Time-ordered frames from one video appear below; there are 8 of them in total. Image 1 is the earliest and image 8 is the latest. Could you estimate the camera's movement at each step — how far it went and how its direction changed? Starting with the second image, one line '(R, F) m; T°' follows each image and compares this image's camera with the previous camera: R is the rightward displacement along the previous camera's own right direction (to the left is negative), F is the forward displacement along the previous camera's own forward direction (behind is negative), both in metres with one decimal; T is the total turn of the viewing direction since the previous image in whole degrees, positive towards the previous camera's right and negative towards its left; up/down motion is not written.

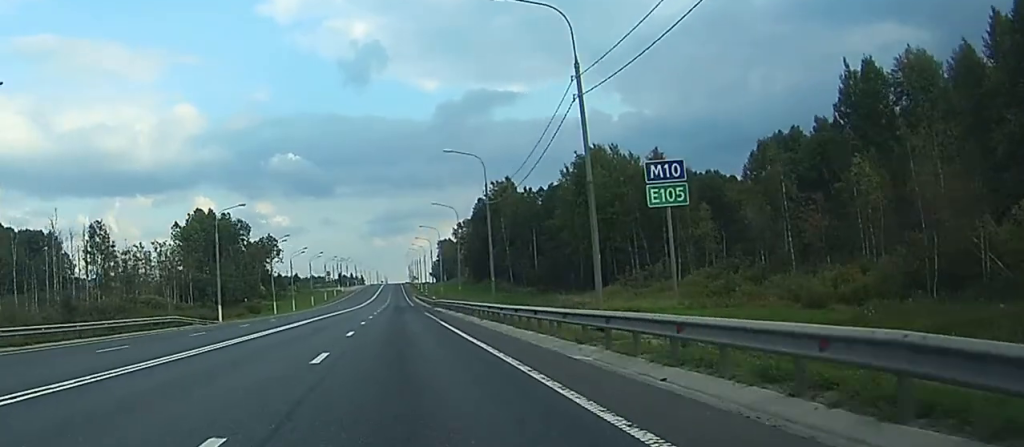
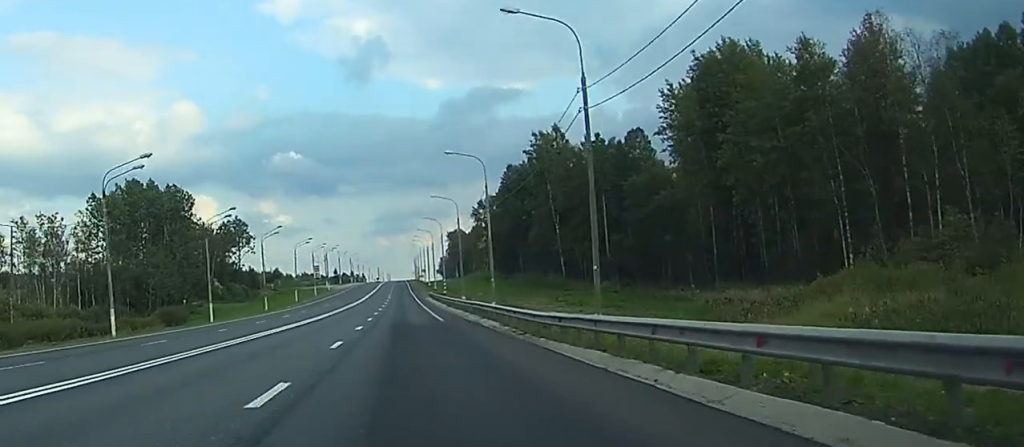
(+0.4, +66.3) m; +1°
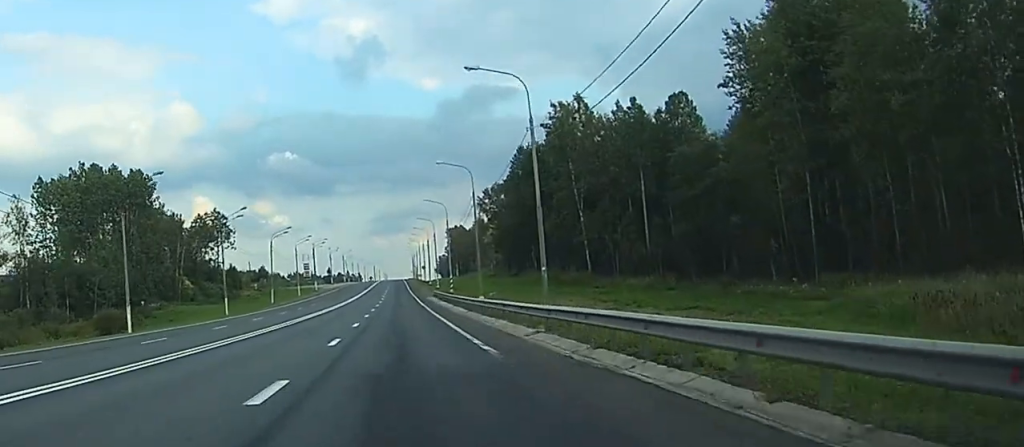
(-0.1, +23.8) m; 0°
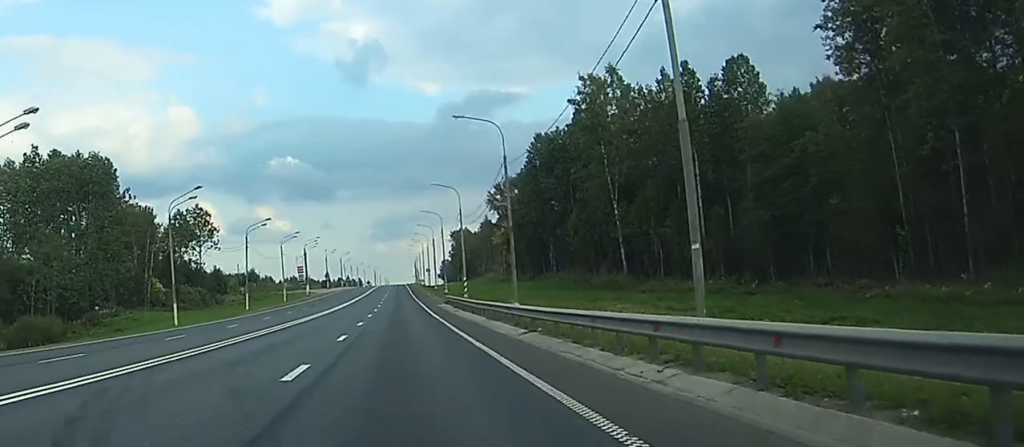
(0.0, +20.6) m; 0°
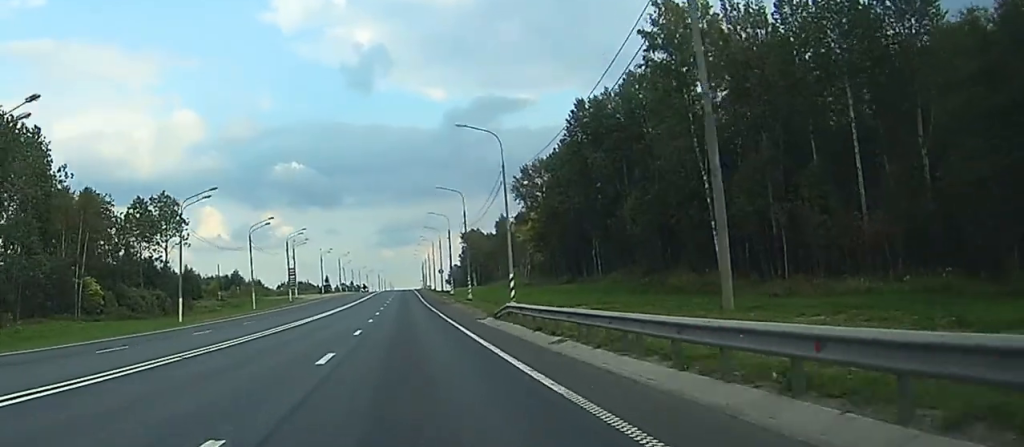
(-0.1, +32.3) m; 0°
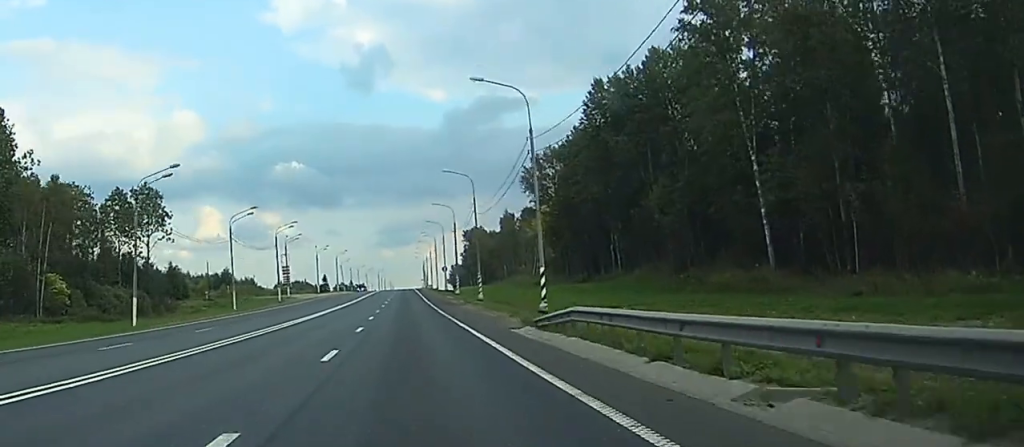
(0.0, +11.7) m; 0°
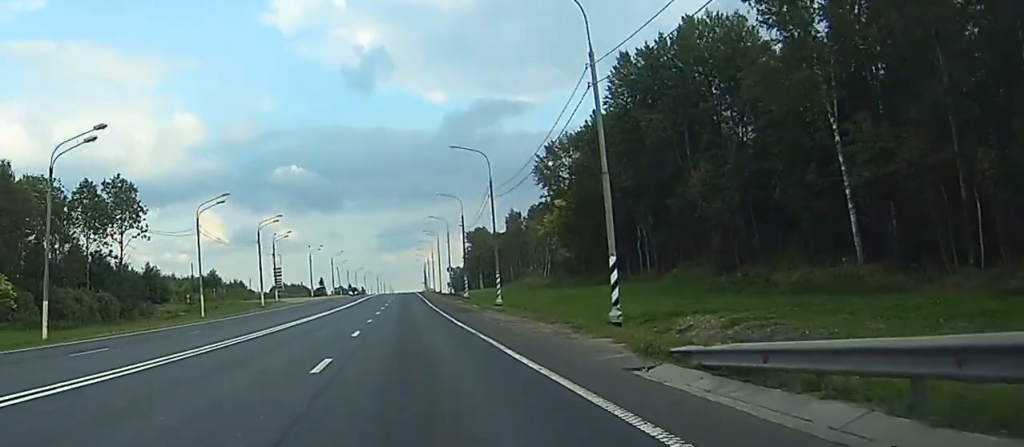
(0.0, +14.2) m; 0°
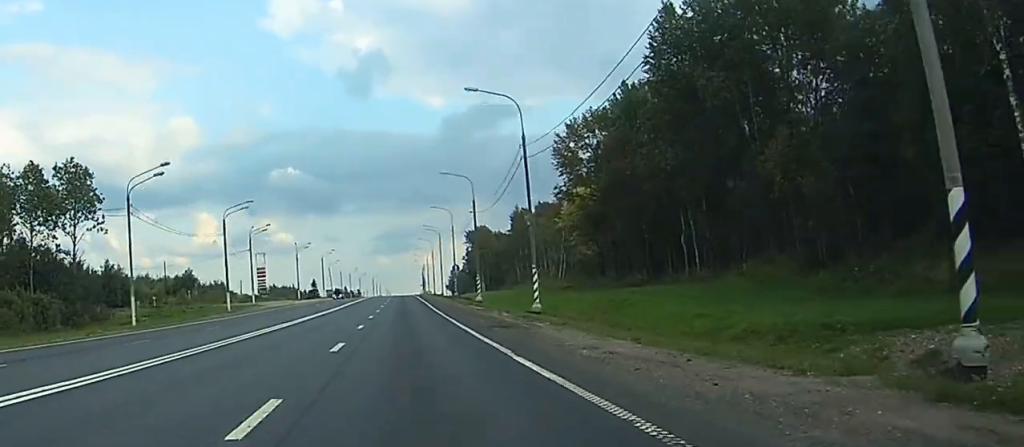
(0.0, +18.4) m; 0°
